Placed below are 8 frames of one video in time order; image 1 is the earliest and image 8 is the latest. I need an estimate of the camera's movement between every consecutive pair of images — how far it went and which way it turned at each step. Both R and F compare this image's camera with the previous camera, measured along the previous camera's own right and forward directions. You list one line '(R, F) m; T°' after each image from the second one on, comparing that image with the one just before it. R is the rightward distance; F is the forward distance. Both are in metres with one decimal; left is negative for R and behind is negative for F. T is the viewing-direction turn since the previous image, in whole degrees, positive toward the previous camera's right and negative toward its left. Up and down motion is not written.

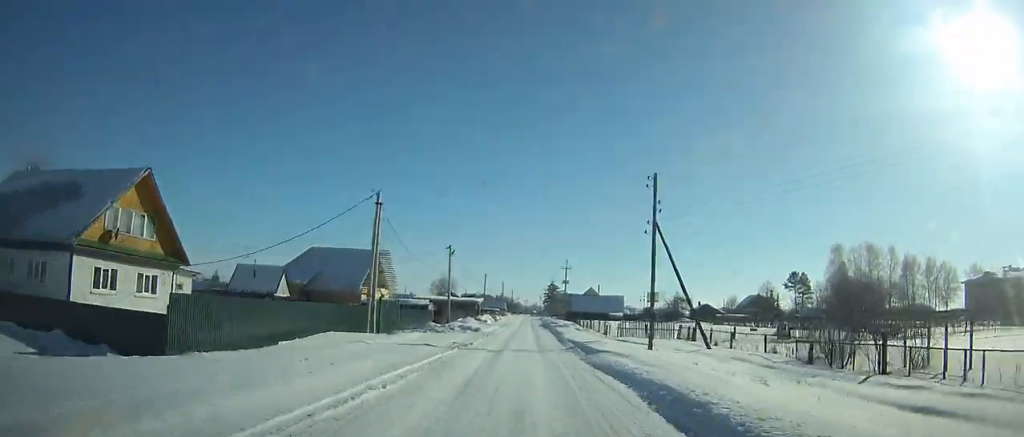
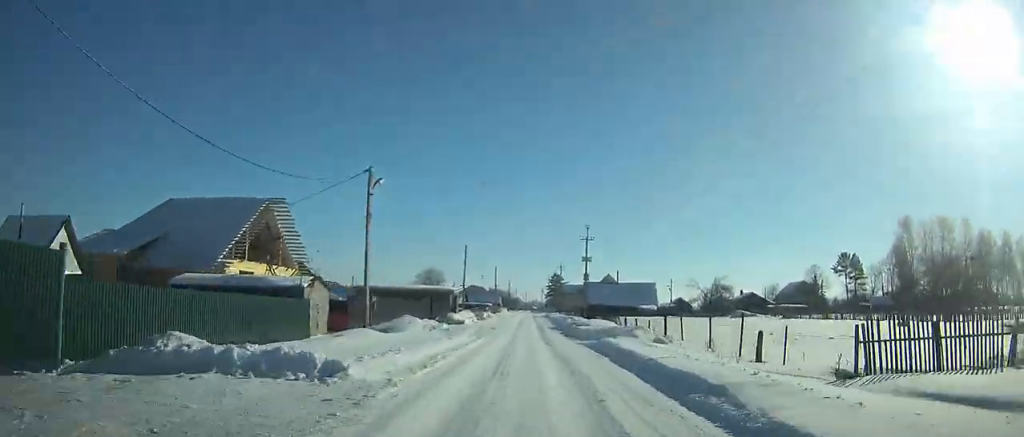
(+0.4, +27.9) m; 0°
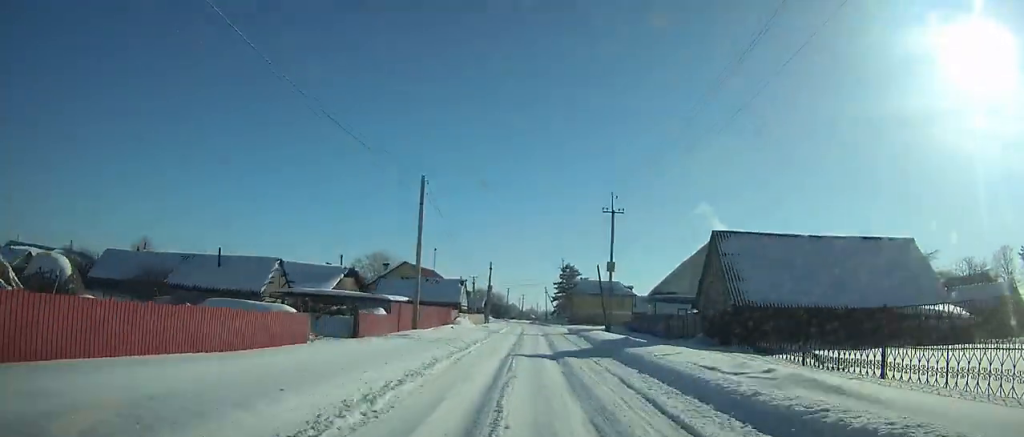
(-1.2, +62.4) m; -1°
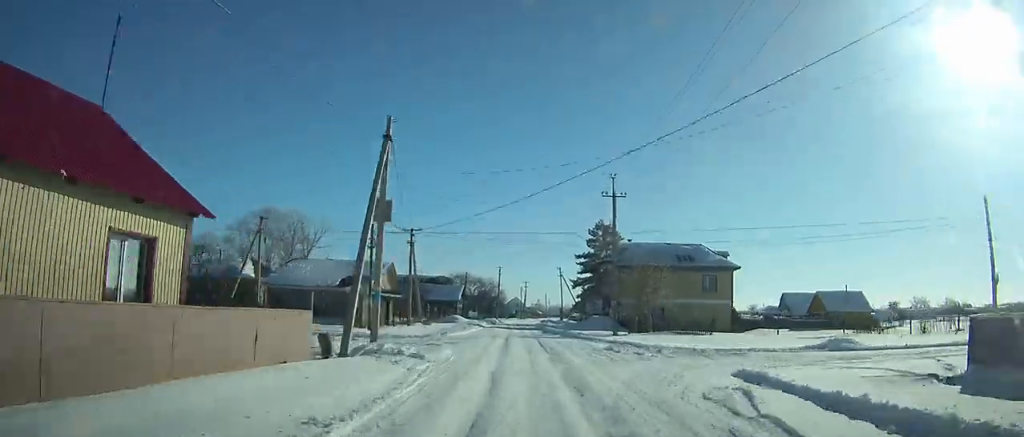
(-0.1, +53.6) m; -1°
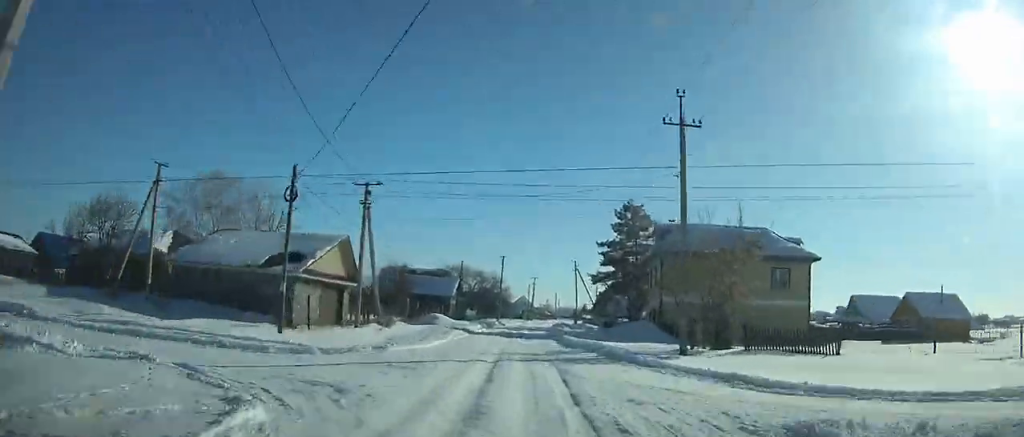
(0.0, +14.0) m; 0°
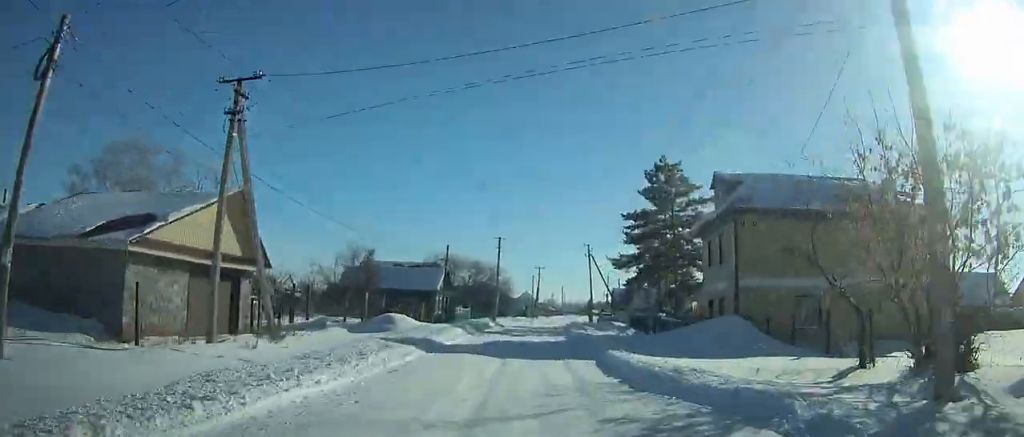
(-0.2, +13.2) m; 0°
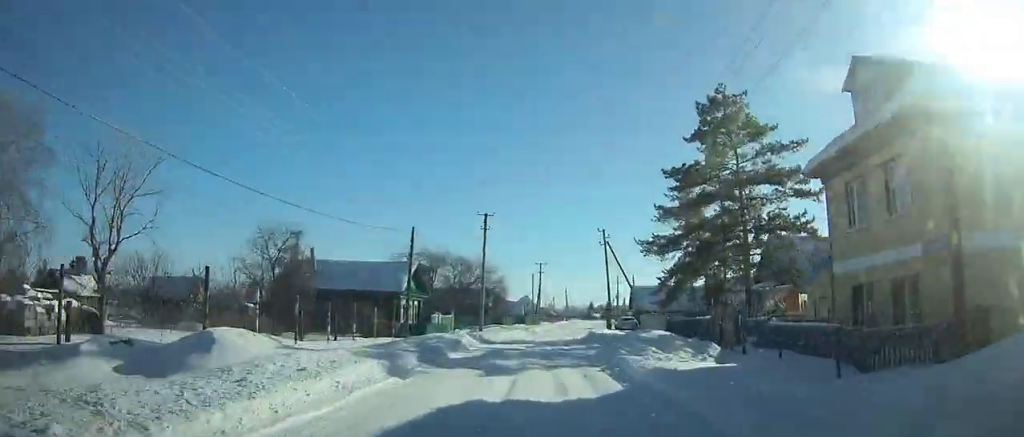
(-0.2, +14.2) m; 0°
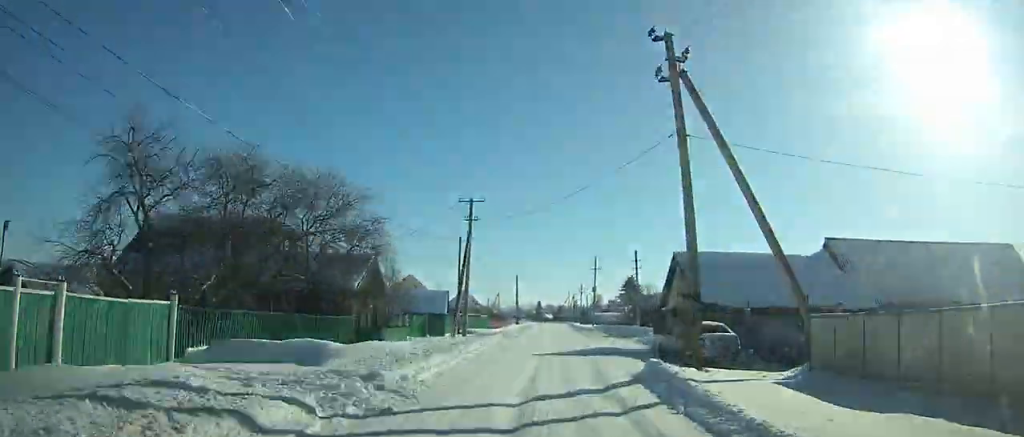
(+1.3, +35.9) m; +4°
